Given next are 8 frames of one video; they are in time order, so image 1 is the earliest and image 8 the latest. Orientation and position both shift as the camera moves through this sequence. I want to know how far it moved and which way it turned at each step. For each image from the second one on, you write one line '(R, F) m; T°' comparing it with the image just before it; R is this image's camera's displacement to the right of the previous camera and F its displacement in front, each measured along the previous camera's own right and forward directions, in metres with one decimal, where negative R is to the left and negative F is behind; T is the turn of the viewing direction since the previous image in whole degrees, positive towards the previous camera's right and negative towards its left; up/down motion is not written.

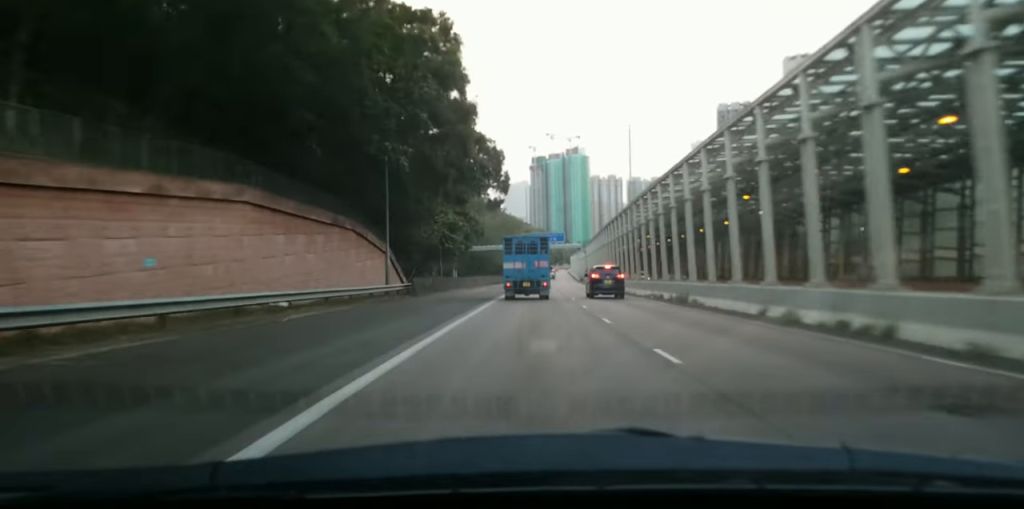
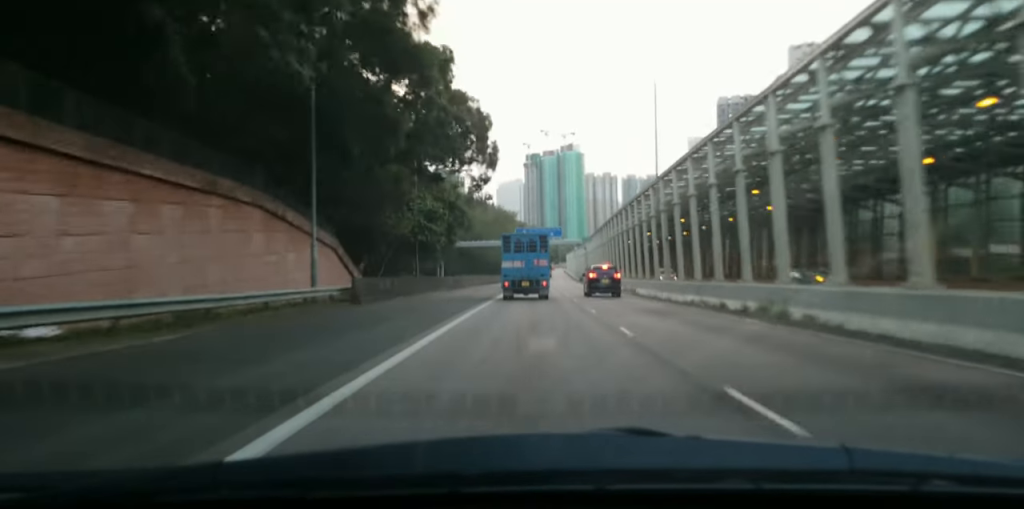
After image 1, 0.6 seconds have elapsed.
(+0.1, +12.5) m; 0°
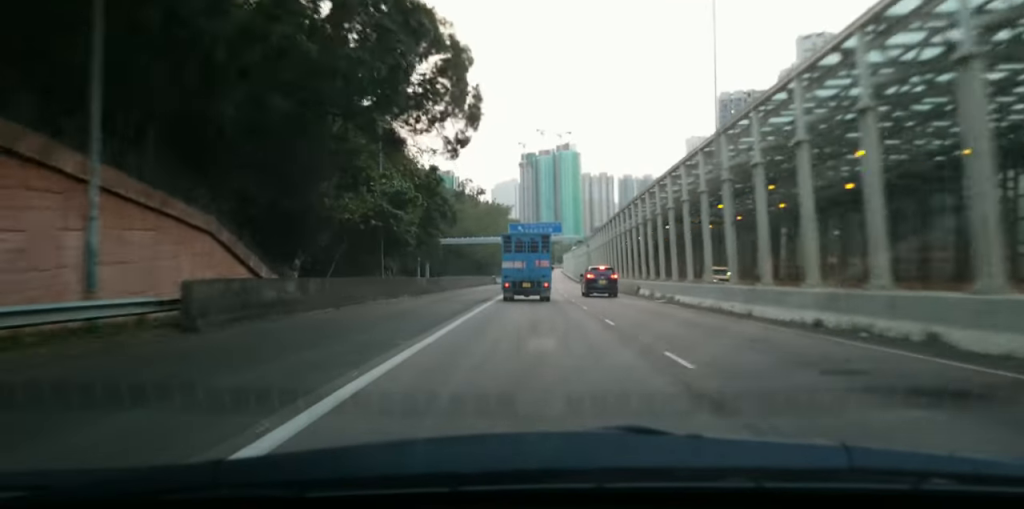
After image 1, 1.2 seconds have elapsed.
(-0.1, +14.5) m; 0°
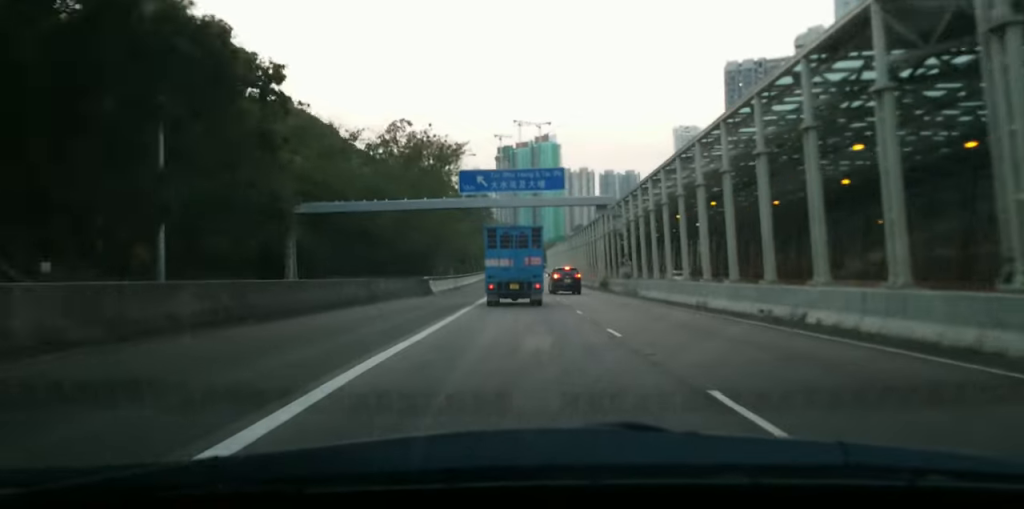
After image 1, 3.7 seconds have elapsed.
(+1.4, +57.3) m; +3°
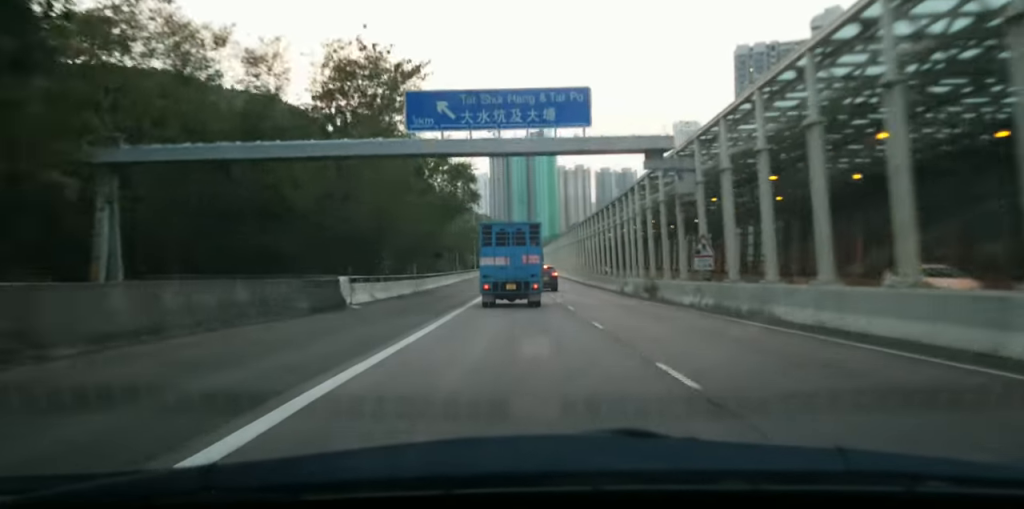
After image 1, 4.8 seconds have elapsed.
(-0.1, +25.4) m; +1°
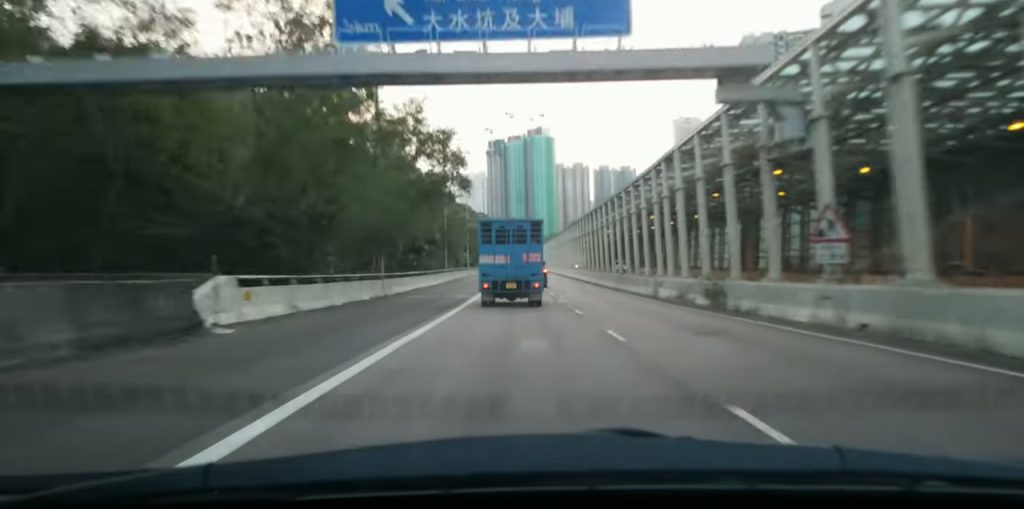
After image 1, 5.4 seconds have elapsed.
(+0.4, +13.5) m; +1°
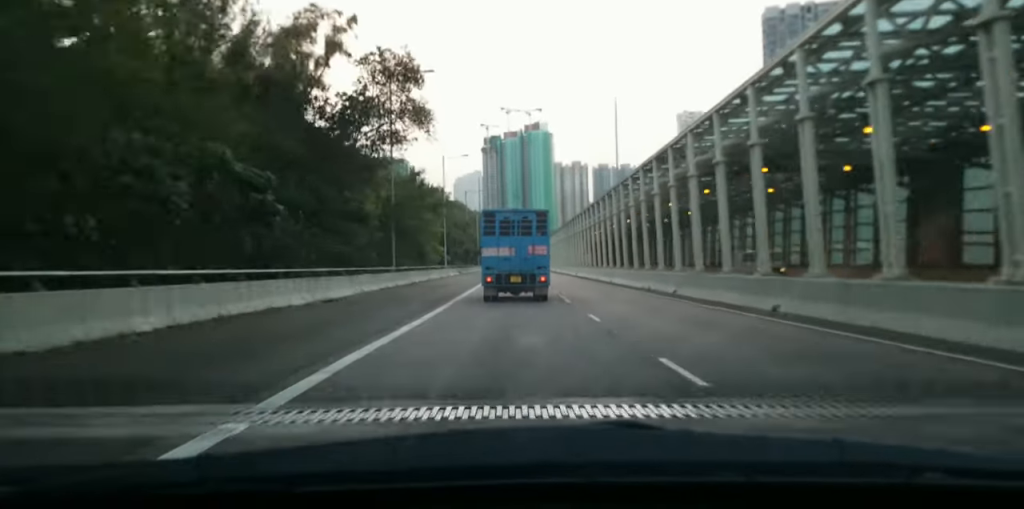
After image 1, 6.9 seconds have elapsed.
(-0.5, +32.5) m; -1°
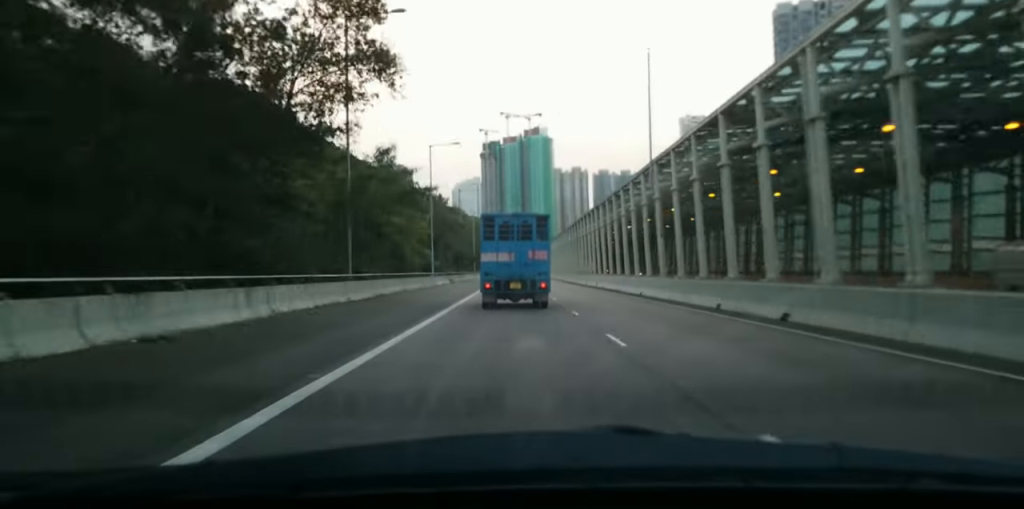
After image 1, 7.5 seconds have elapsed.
(0.0, +12.9) m; 0°
